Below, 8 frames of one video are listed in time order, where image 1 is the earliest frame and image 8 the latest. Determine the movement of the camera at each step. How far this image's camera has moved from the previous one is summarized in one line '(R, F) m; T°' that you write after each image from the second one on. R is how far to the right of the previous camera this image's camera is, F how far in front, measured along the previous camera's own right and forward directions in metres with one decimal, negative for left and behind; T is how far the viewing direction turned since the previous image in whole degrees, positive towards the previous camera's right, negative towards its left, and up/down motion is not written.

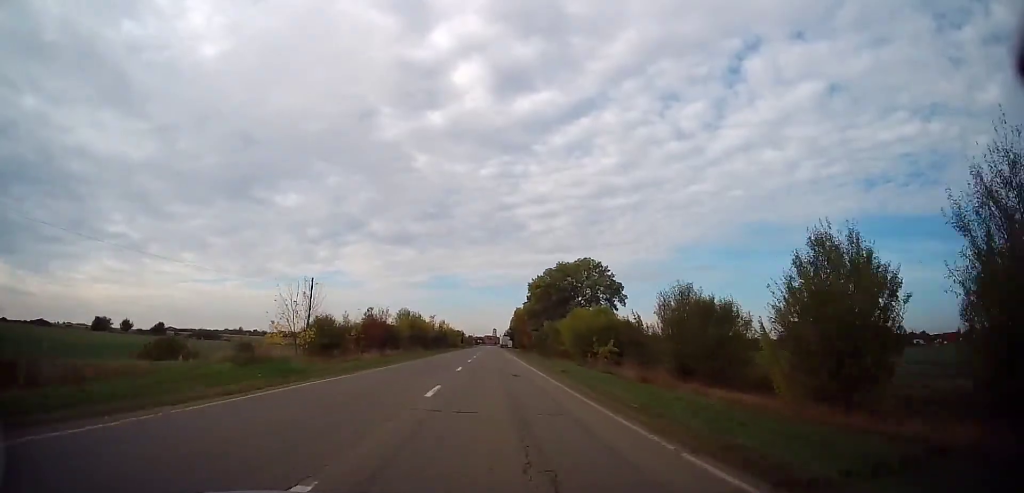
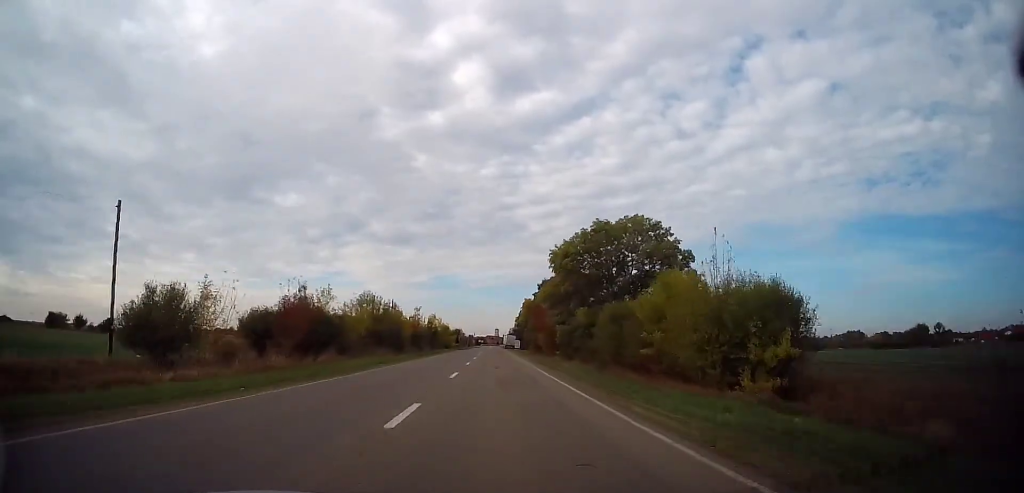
(+0.5, +28.1) m; +1°
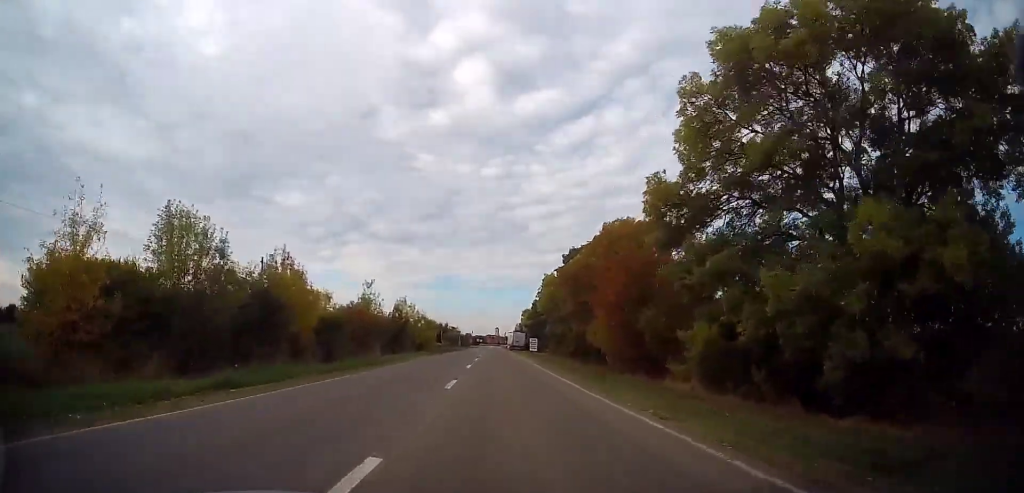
(0.0, +38.2) m; 0°
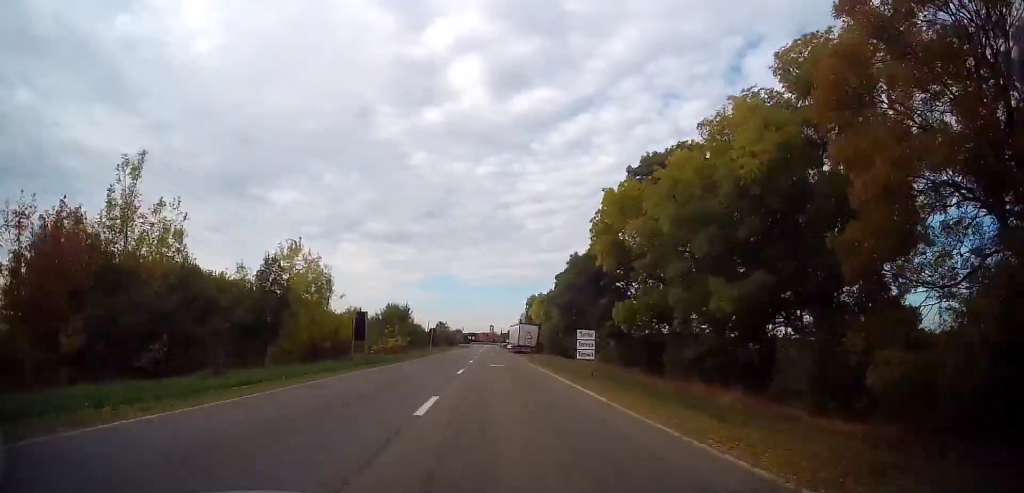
(-0.1, +37.9) m; 0°
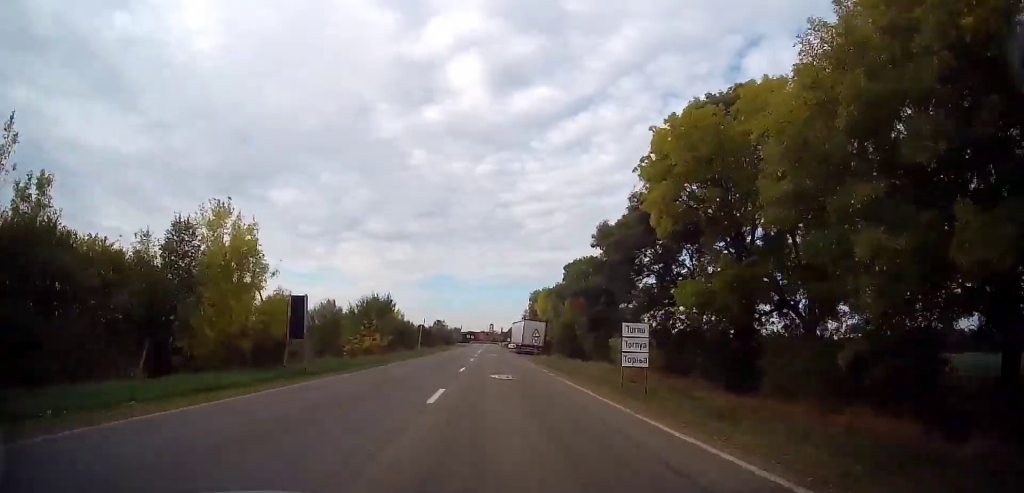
(+0.1, +9.6) m; 0°
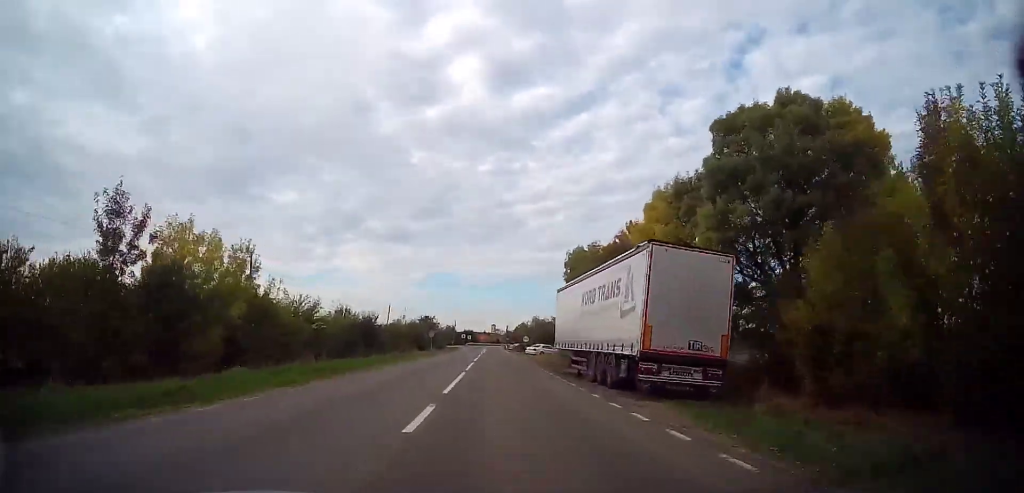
(+0.2, +48.0) m; 0°
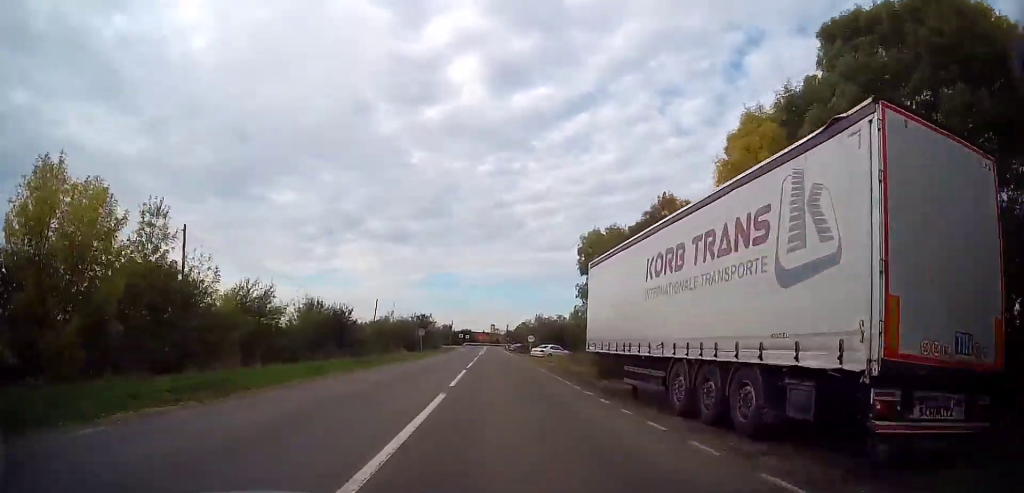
(-0.1, +9.3) m; 0°
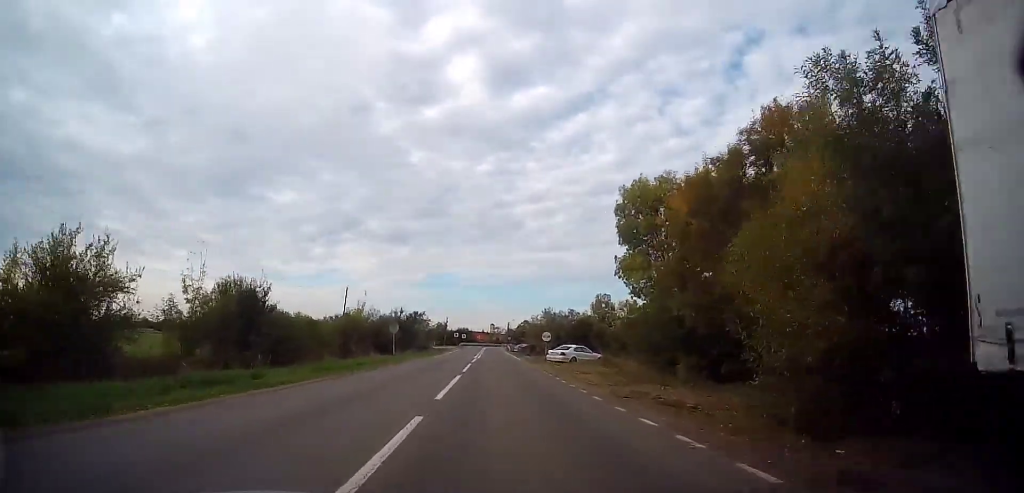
(-0.2, +15.3) m; -1°
